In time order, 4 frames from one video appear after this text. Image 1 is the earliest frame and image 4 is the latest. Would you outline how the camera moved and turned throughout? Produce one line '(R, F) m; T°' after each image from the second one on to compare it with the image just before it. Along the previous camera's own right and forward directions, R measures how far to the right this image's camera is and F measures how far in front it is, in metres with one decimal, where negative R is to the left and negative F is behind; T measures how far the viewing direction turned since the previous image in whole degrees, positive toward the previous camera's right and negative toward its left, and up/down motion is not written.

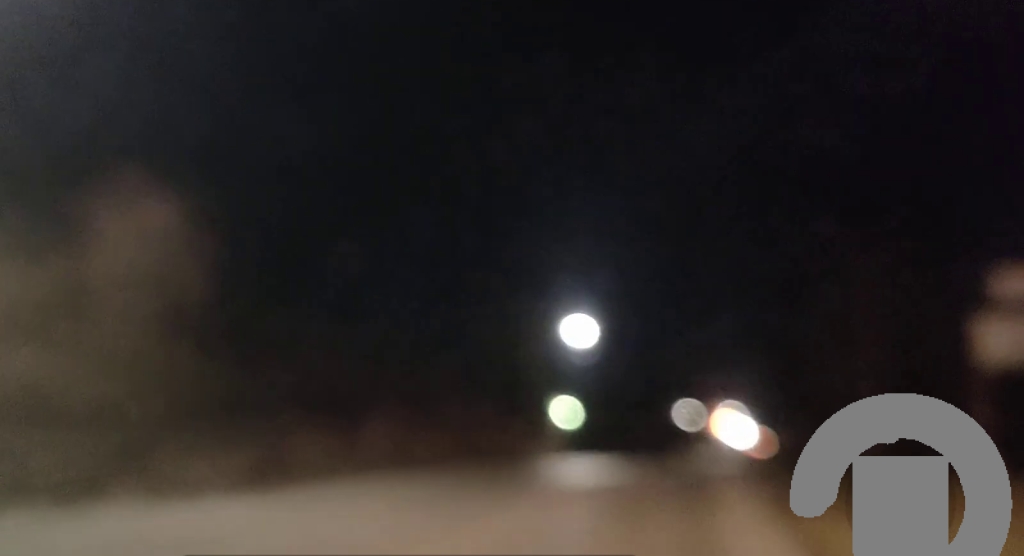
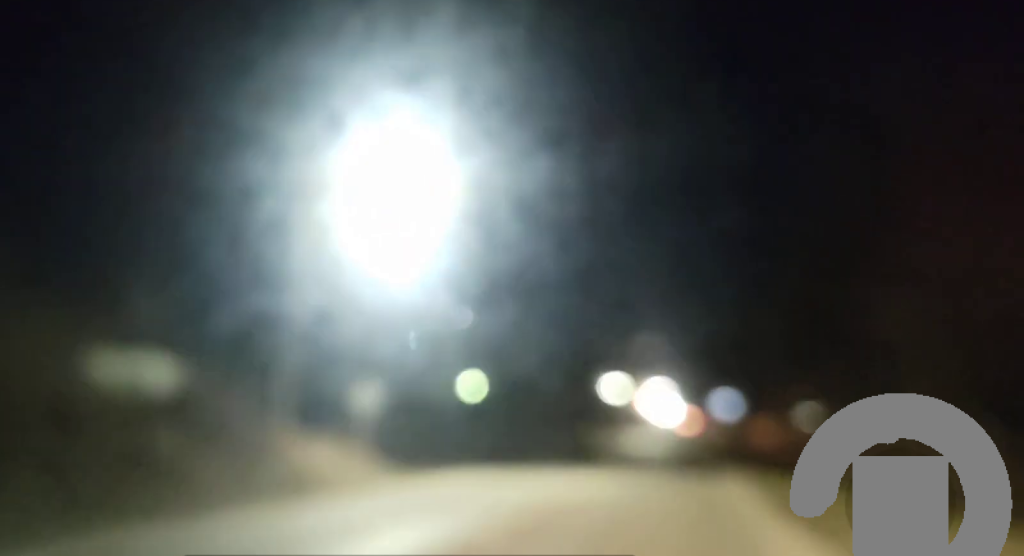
(+1.1, +34.6) m; +4°
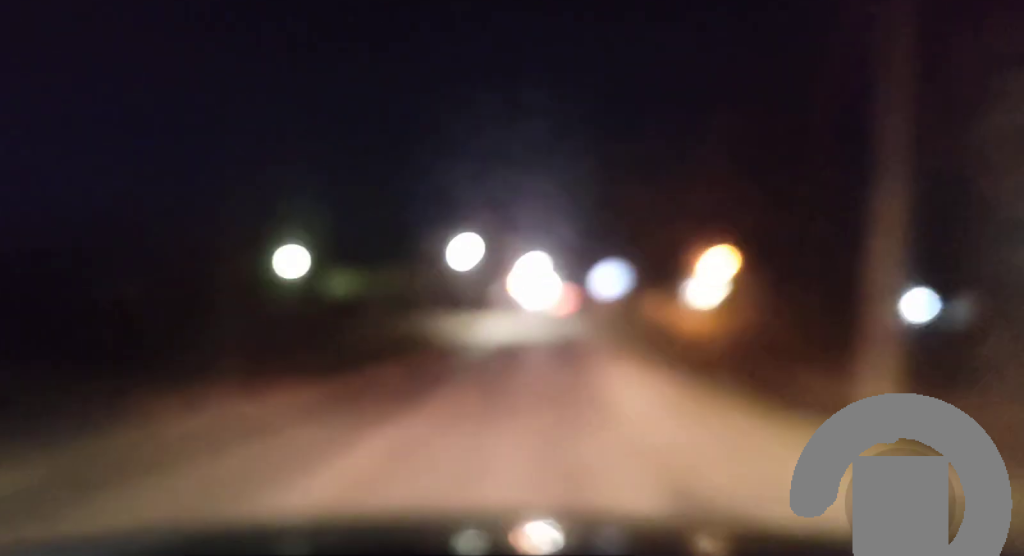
(+1.6, +38.8) m; +3°
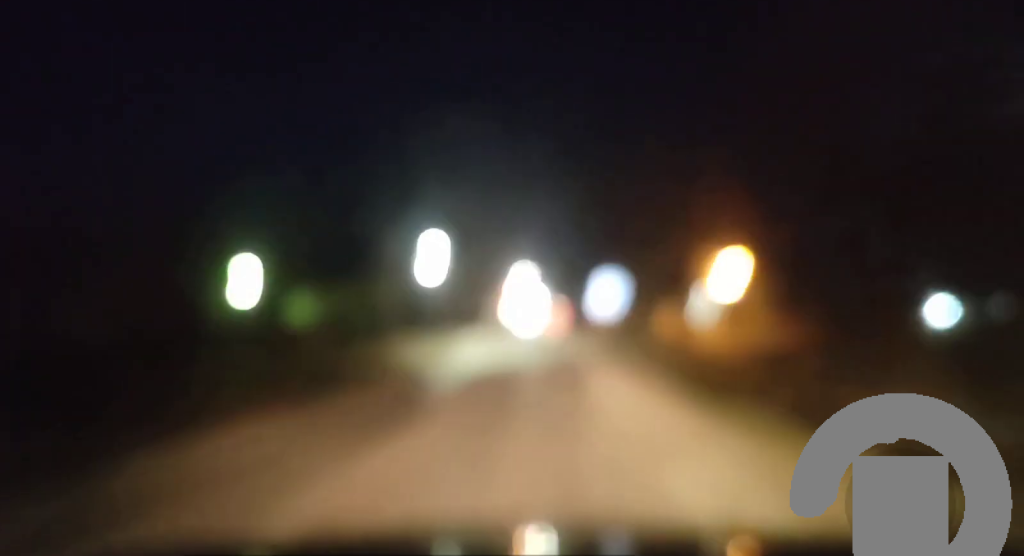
(-0.1, +17.0) m; -1°
